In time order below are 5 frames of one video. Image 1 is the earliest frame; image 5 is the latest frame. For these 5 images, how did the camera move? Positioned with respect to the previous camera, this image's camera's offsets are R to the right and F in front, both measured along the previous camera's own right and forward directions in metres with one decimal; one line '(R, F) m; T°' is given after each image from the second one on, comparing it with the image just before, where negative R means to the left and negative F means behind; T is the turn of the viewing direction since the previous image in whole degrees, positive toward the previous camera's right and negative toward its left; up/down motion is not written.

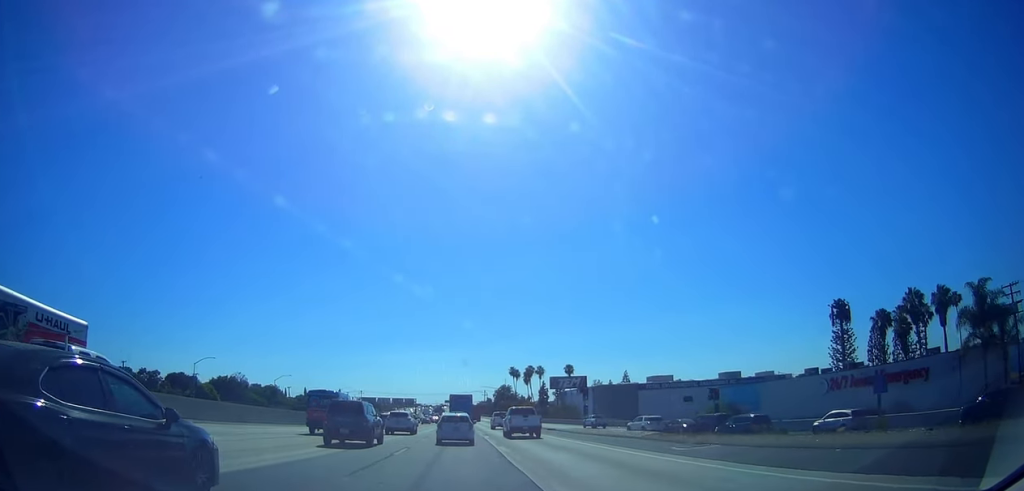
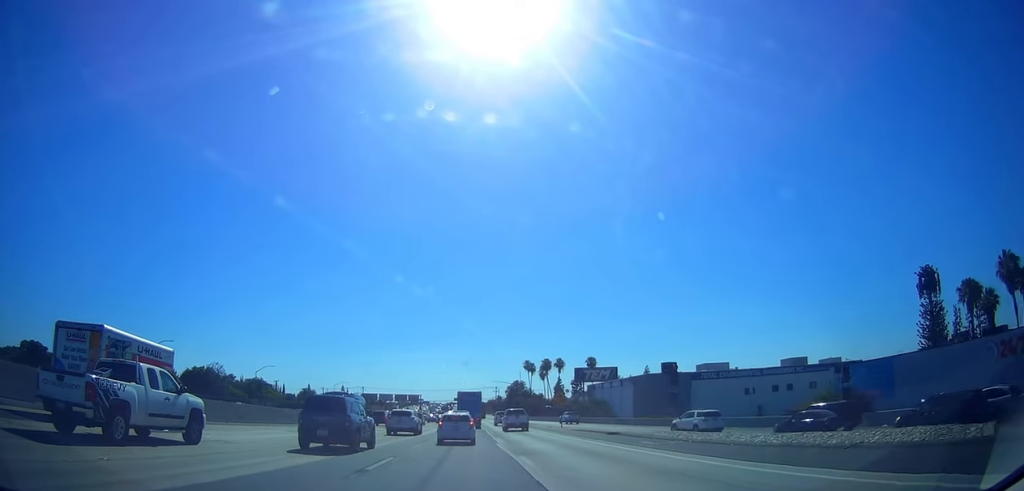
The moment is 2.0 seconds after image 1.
(0.0, +20.0) m; 0°
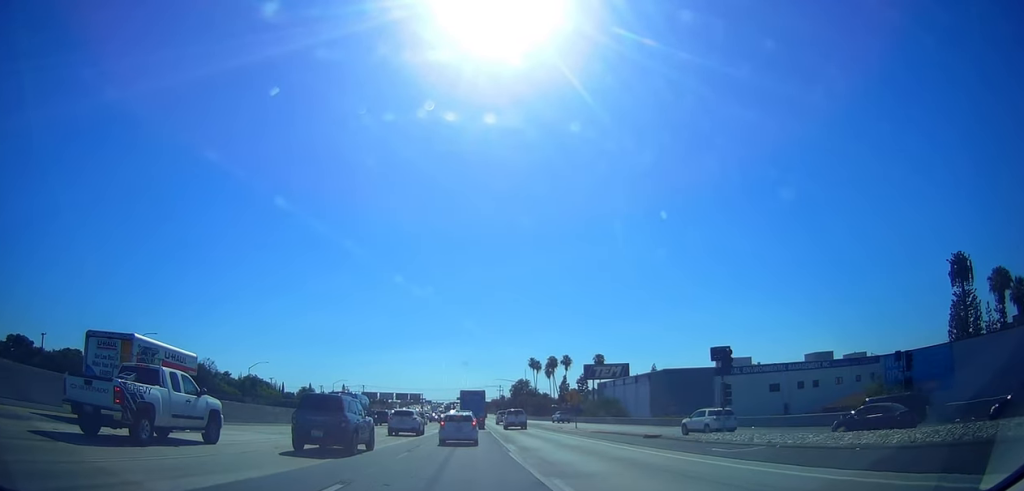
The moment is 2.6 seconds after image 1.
(0.0, +6.6) m; 0°
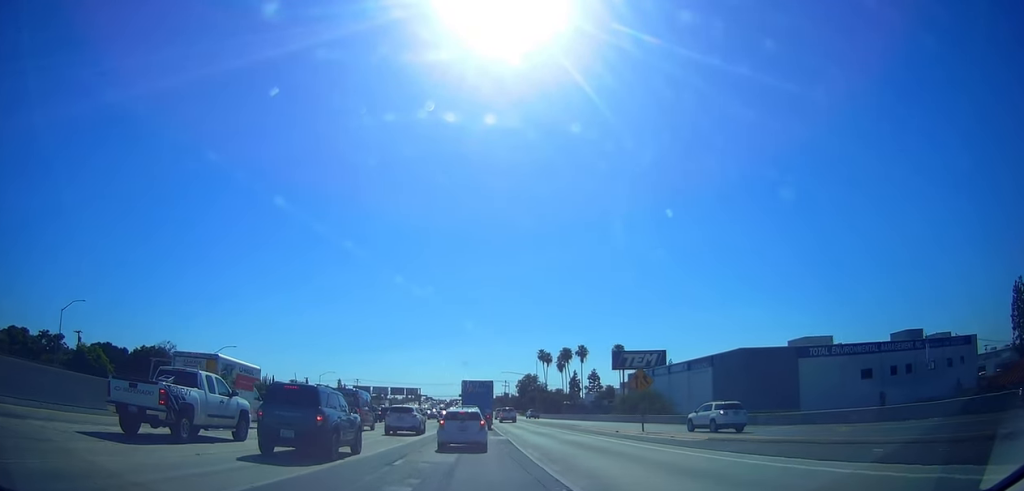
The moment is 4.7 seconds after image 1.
(0.0, +21.1) m; 0°
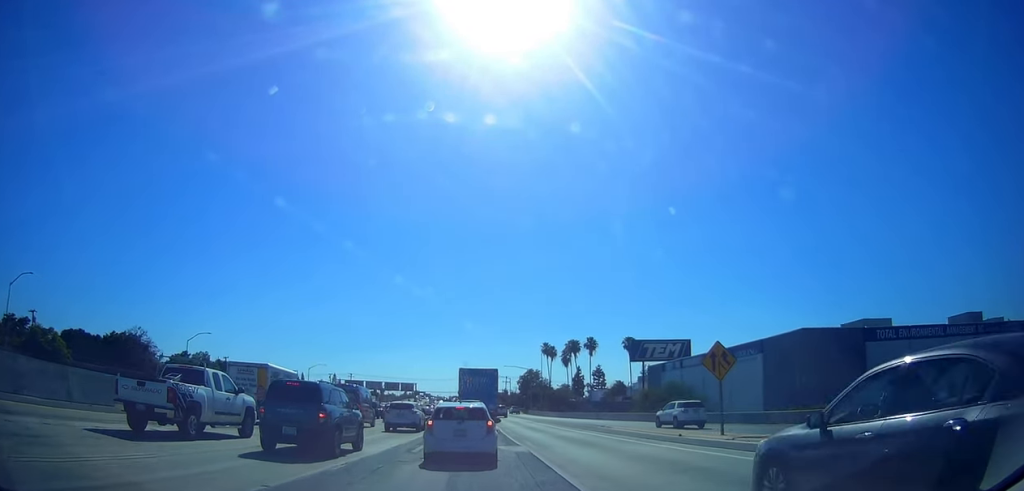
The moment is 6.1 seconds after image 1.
(0.0, +13.5) m; 0°
